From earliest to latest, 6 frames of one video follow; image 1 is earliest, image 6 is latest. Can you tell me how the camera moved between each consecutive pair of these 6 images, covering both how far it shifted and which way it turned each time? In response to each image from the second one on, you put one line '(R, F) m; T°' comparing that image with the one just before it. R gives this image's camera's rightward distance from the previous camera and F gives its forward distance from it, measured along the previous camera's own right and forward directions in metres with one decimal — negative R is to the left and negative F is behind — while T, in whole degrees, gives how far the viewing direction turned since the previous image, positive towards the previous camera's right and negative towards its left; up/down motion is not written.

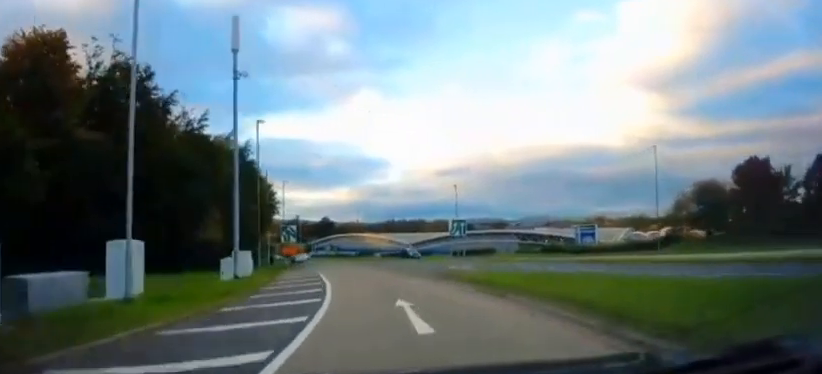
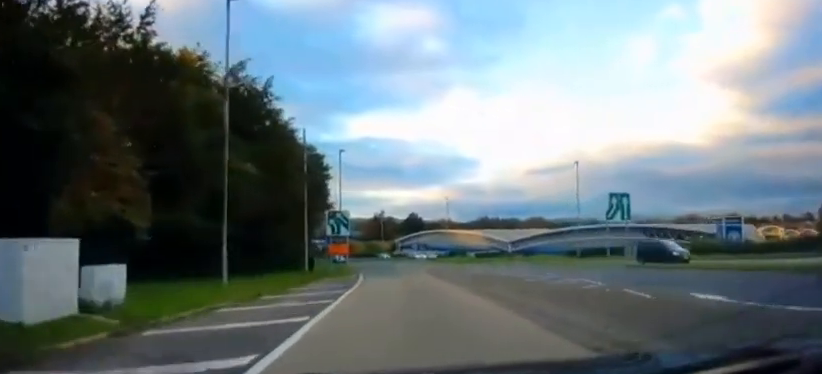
(-1.9, +19.7) m; -11°
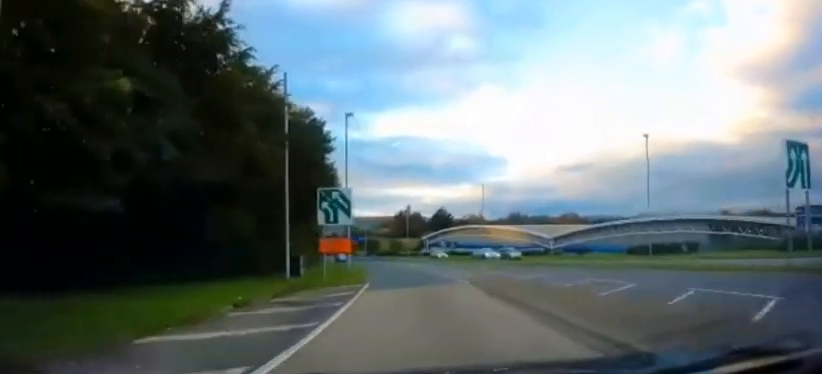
(-0.8, +13.4) m; -5°
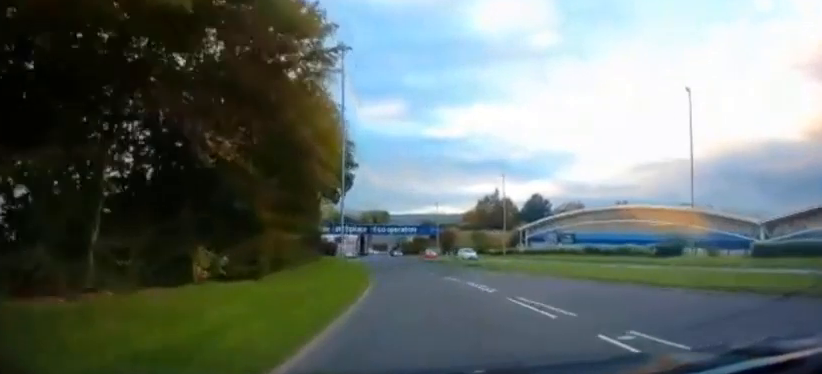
(-4.3, +45.3) m; -10°
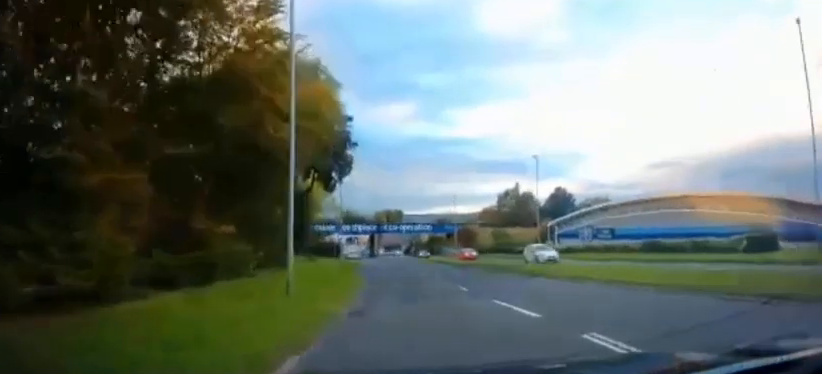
(-0.1, +11.9) m; -4°
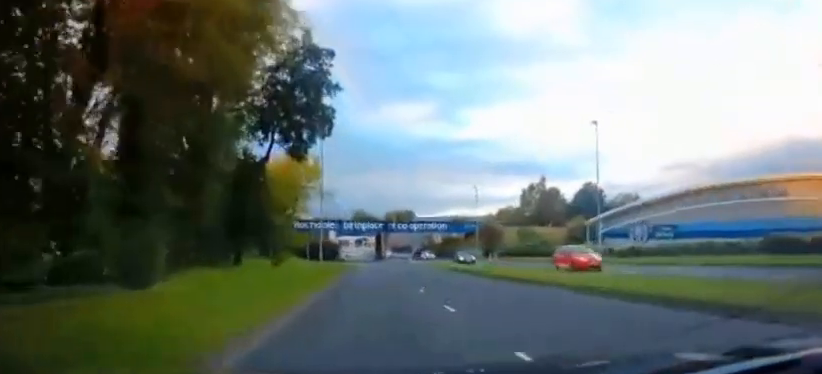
(-1.0, +15.9) m; -3°
